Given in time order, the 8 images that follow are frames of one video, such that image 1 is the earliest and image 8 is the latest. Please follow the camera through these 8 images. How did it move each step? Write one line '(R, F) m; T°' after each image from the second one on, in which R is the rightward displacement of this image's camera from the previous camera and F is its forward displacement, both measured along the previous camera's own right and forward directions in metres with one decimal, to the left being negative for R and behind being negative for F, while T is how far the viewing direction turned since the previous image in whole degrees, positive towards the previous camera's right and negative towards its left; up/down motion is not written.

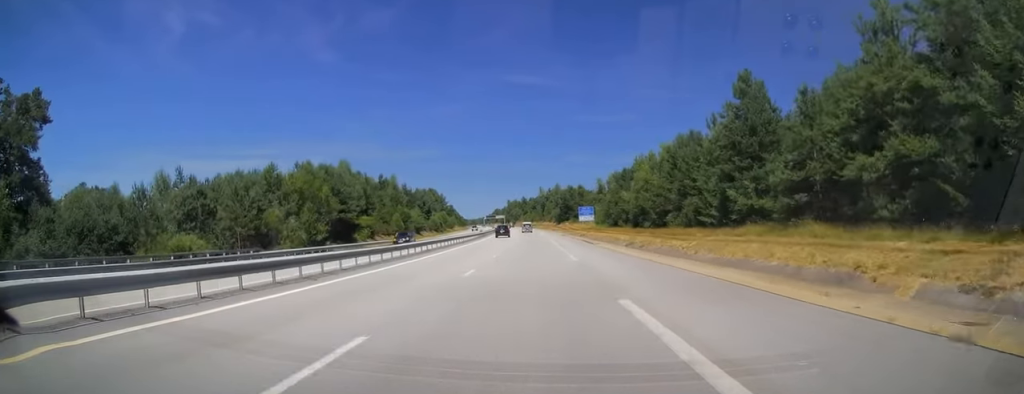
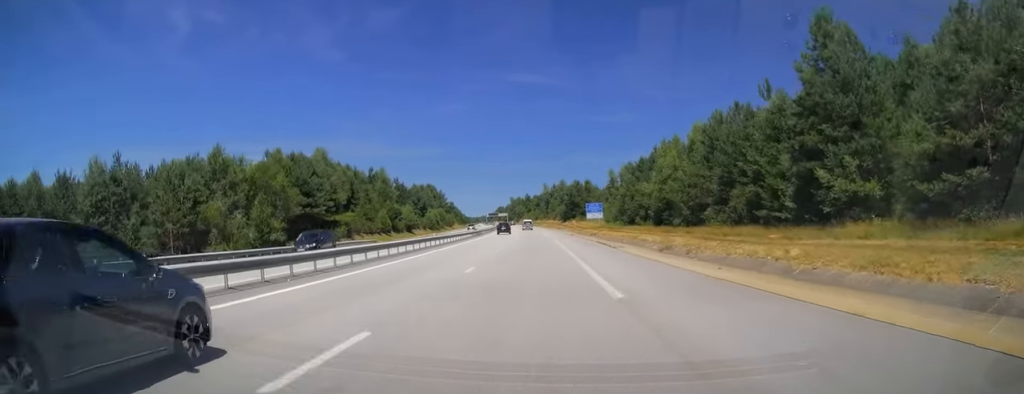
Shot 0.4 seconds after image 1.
(0.0, +12.8) m; 0°
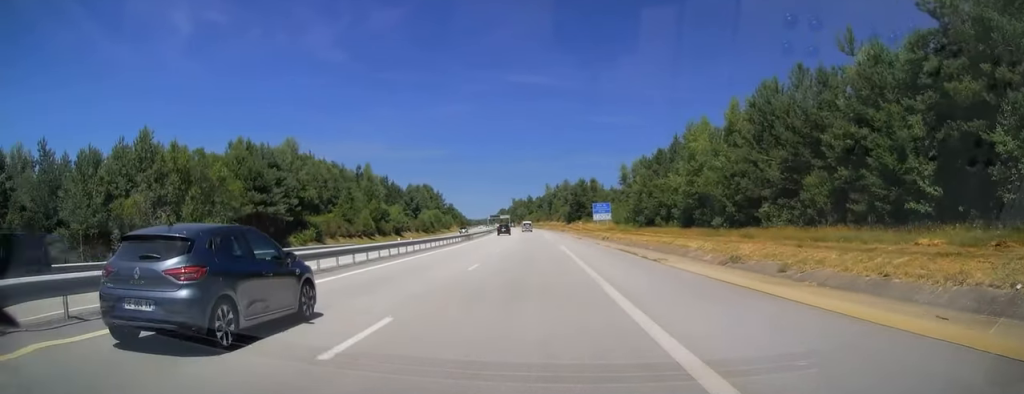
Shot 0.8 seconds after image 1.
(-0.1, +11.7) m; 0°
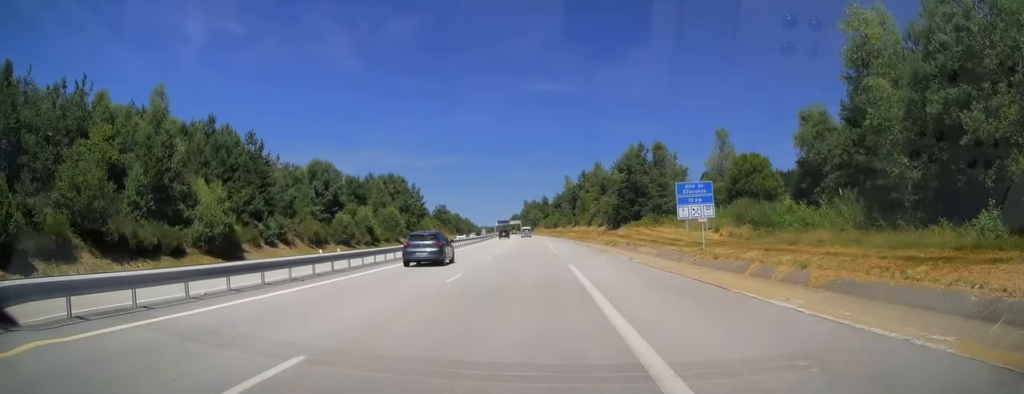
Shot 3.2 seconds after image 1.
(-0.9, +67.7) m; -2°
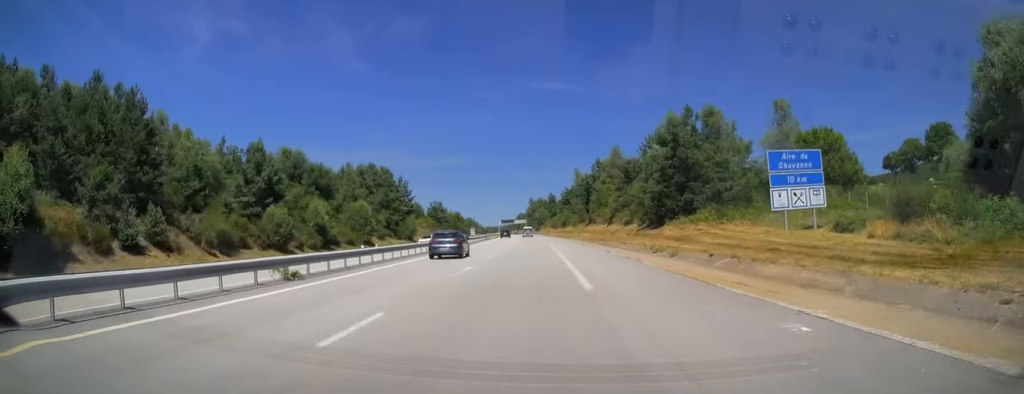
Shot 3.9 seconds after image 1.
(-0.1, +22.4) m; -1°
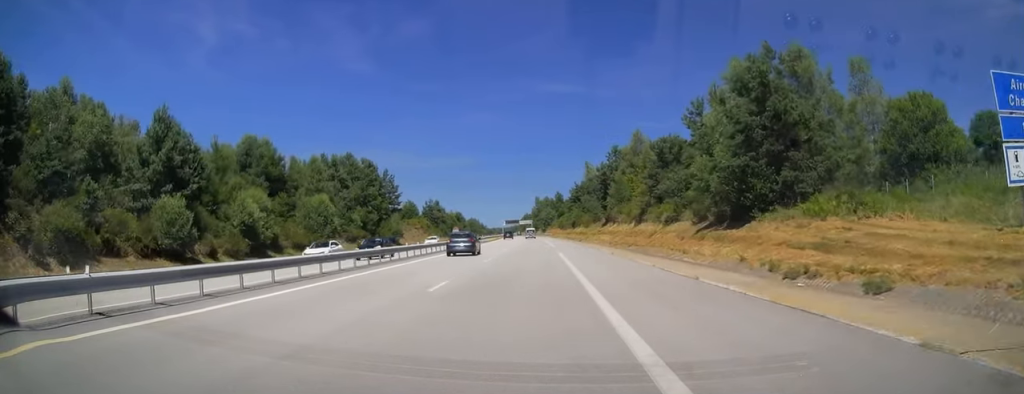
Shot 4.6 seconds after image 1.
(0.0, +19.0) m; -1°
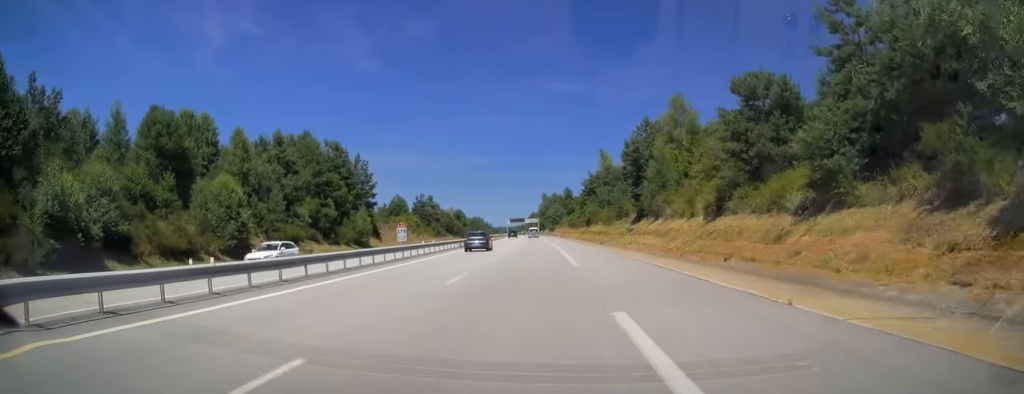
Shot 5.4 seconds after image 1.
(-0.2, +23.9) m; -1°
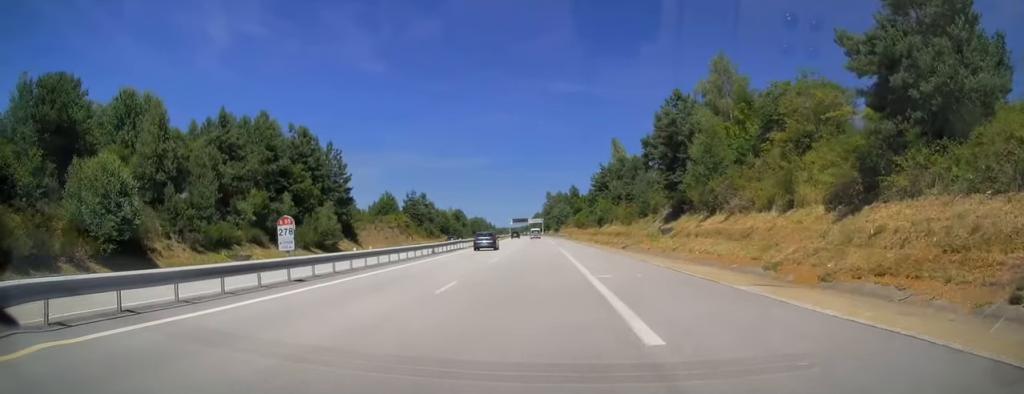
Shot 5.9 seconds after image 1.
(-0.1, +15.6) m; 0°
